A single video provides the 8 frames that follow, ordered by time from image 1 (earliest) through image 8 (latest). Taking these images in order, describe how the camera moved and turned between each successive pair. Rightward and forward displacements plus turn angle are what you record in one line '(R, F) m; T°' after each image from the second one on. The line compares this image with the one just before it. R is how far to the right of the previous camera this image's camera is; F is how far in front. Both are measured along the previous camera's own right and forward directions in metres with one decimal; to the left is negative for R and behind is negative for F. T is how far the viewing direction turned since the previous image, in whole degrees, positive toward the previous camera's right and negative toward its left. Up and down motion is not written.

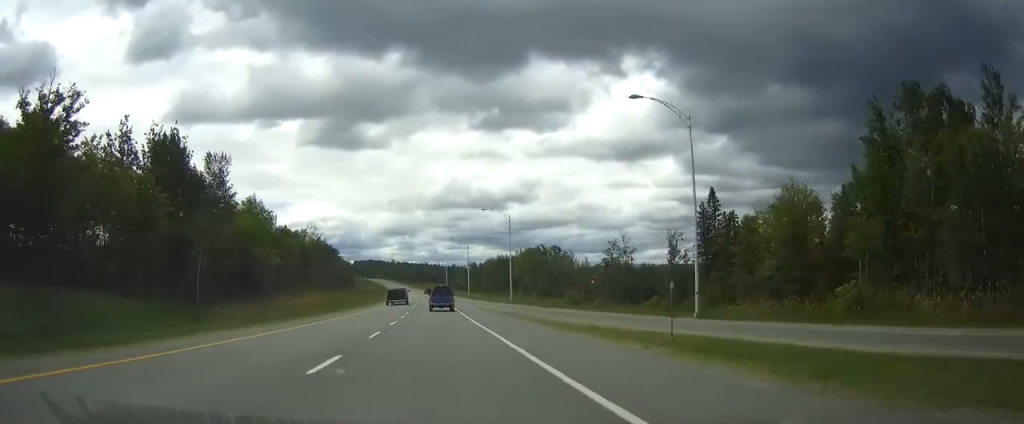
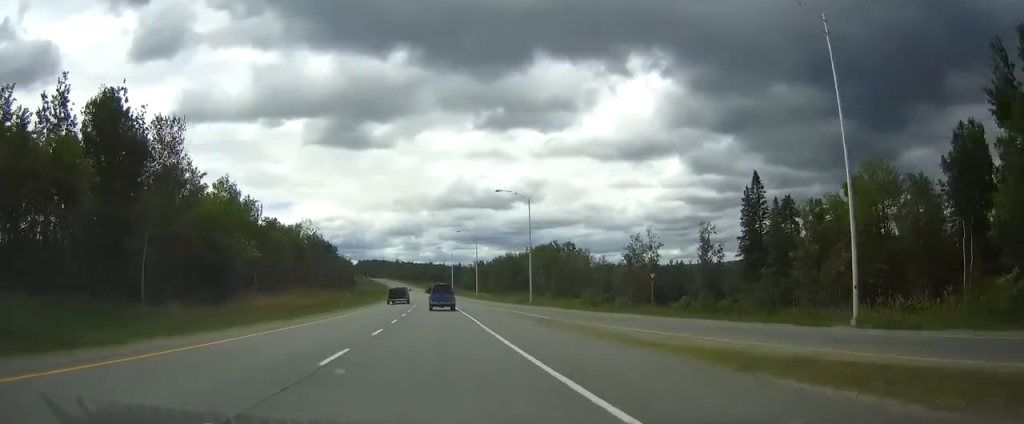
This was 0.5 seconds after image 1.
(+0.1, +16.6) m; 0°
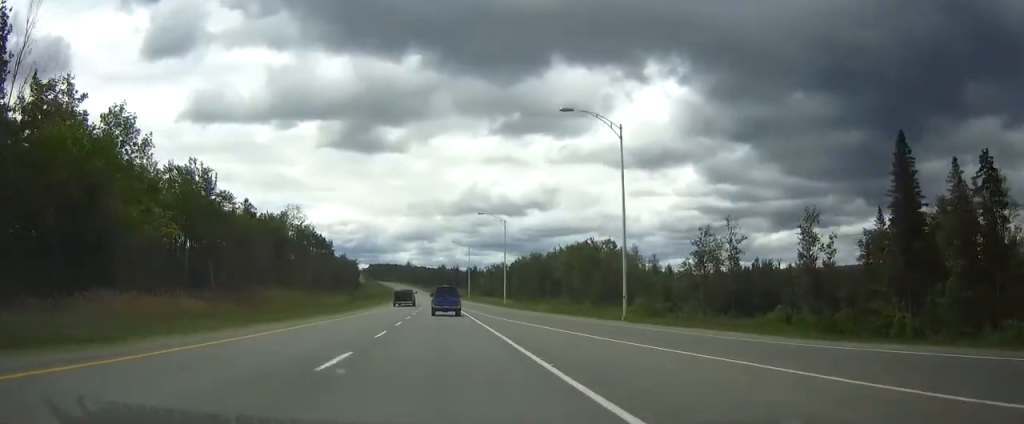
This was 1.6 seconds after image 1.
(-0.5, +36.7) m; -1°
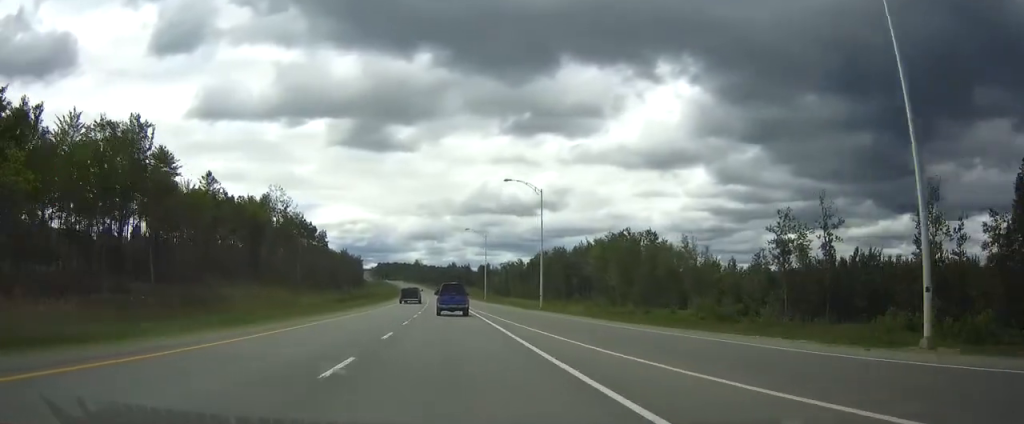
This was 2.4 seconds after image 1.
(-0.2, +27.9) m; -1°
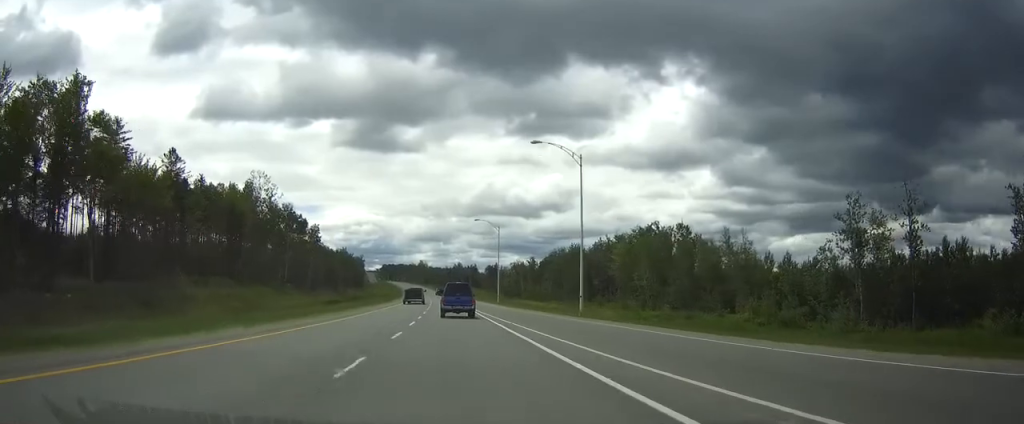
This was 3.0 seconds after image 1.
(-0.3, +17.9) m; 0°
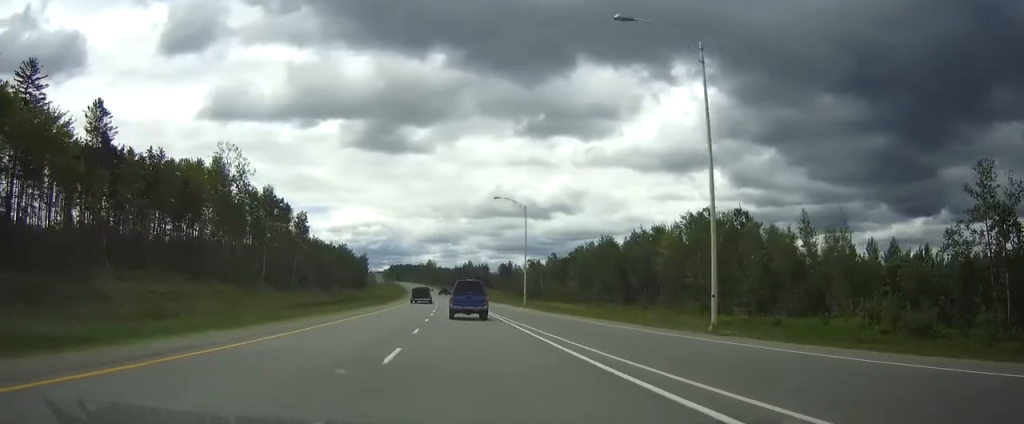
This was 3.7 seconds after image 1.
(-0.2, +24.7) m; 0°
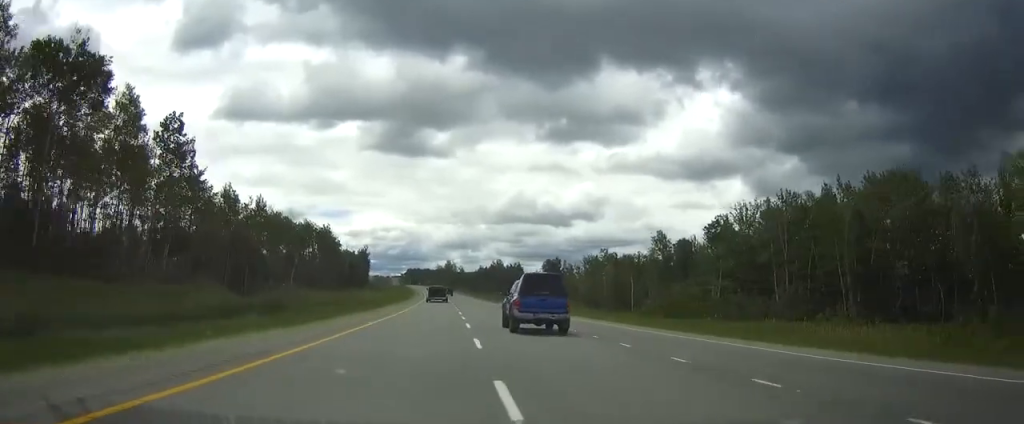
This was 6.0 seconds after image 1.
(-0.7, +77.7) m; -2°
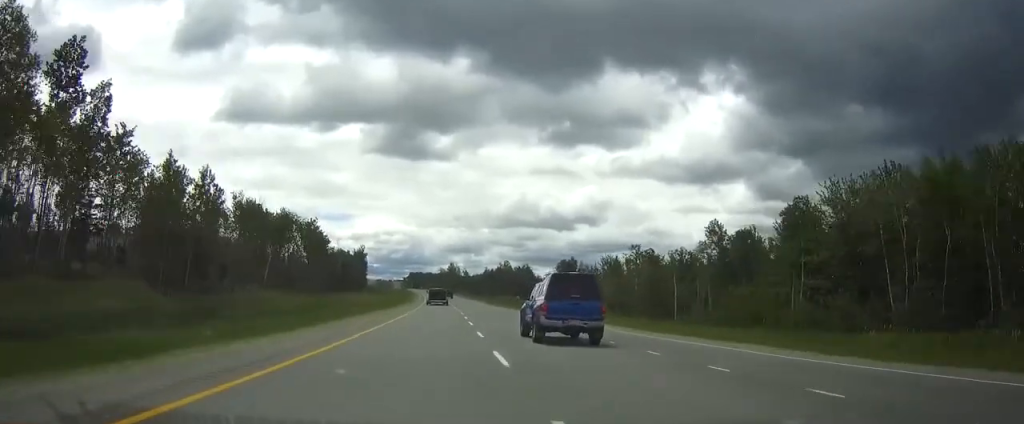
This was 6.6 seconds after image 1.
(-0.2, +21.4) m; 0°
